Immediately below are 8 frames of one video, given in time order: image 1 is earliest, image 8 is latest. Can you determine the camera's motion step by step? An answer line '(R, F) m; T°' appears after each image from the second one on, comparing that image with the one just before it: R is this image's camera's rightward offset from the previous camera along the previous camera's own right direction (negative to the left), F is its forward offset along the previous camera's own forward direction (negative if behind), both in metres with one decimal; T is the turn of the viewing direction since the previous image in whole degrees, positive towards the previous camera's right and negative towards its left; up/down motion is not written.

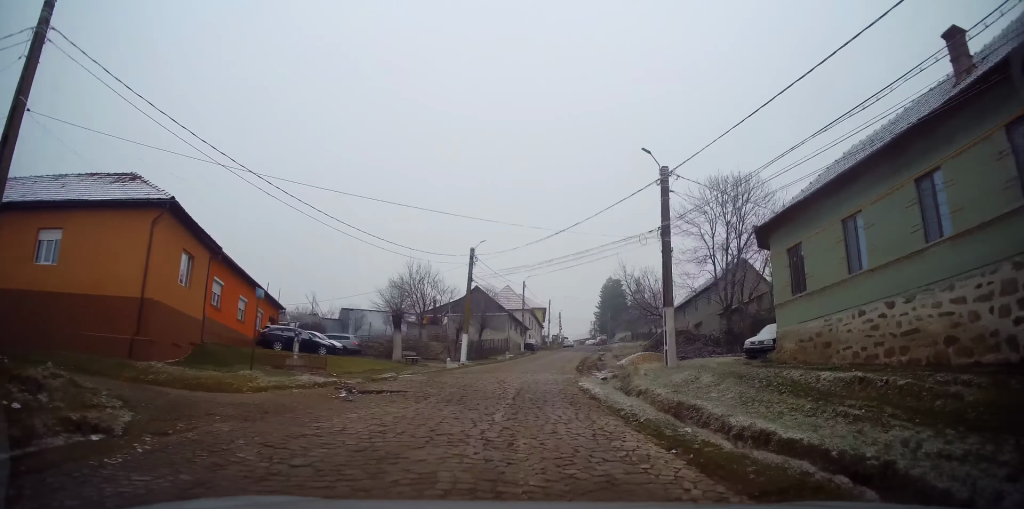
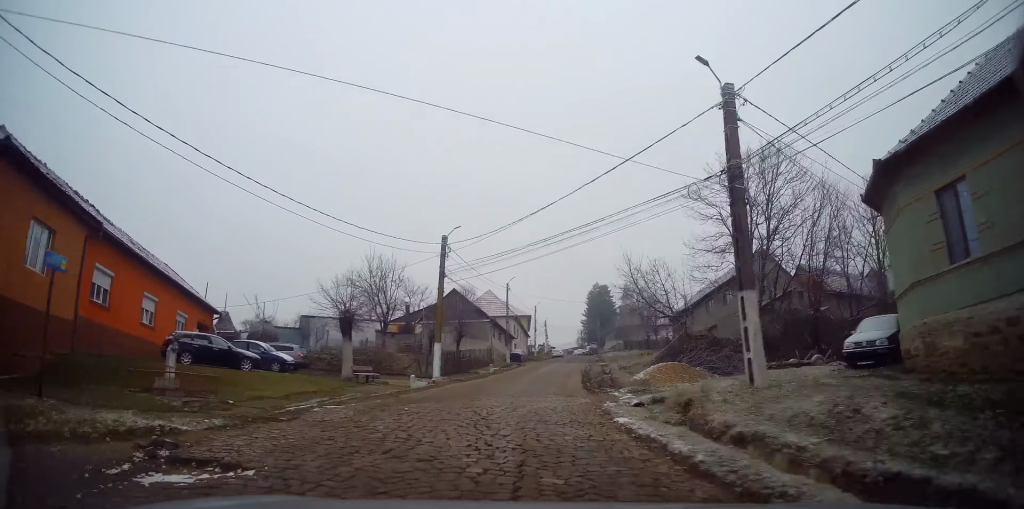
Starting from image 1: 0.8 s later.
(0.0, +7.7) m; 0°
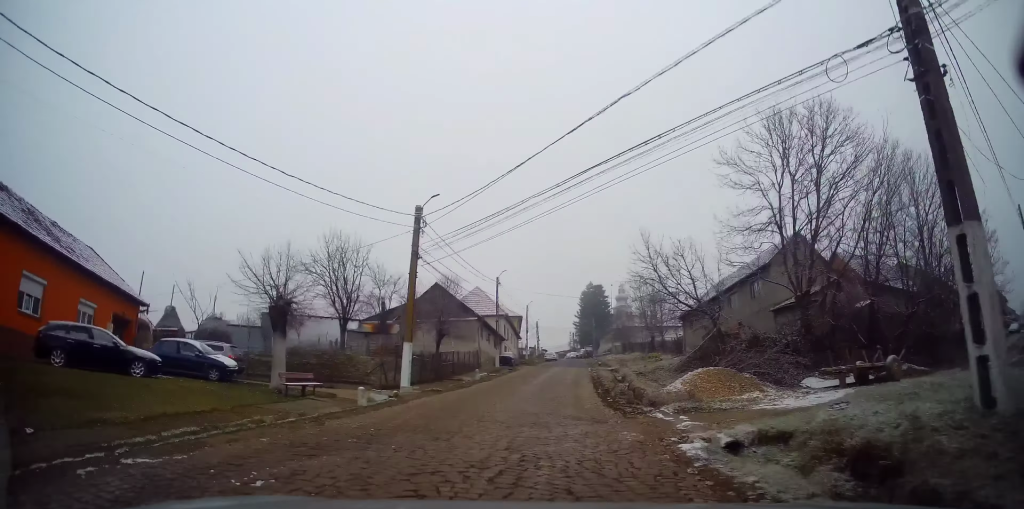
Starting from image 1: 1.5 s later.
(0.0, +7.1) m; +1°
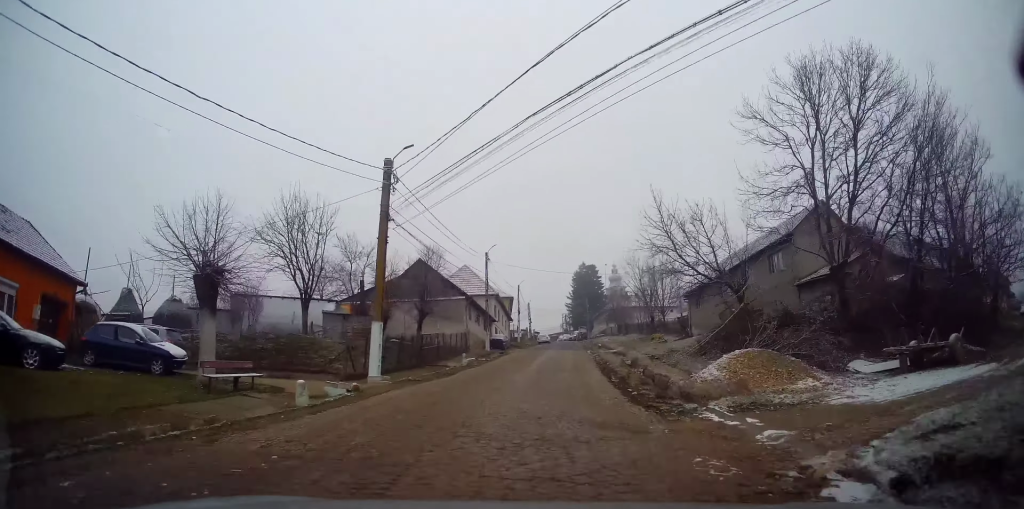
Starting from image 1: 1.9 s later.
(+0.1, +4.4) m; +2°
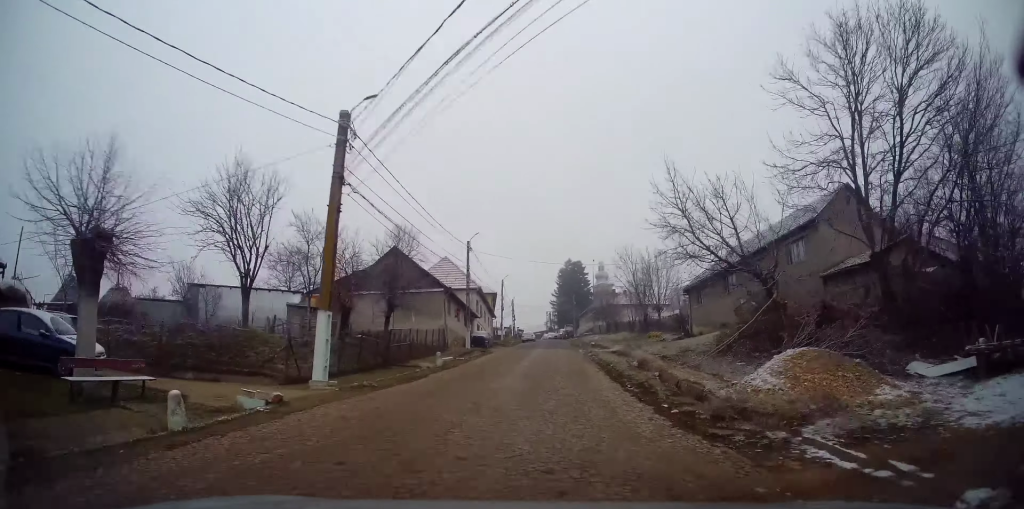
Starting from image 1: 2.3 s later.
(0.0, +4.4) m; +2°
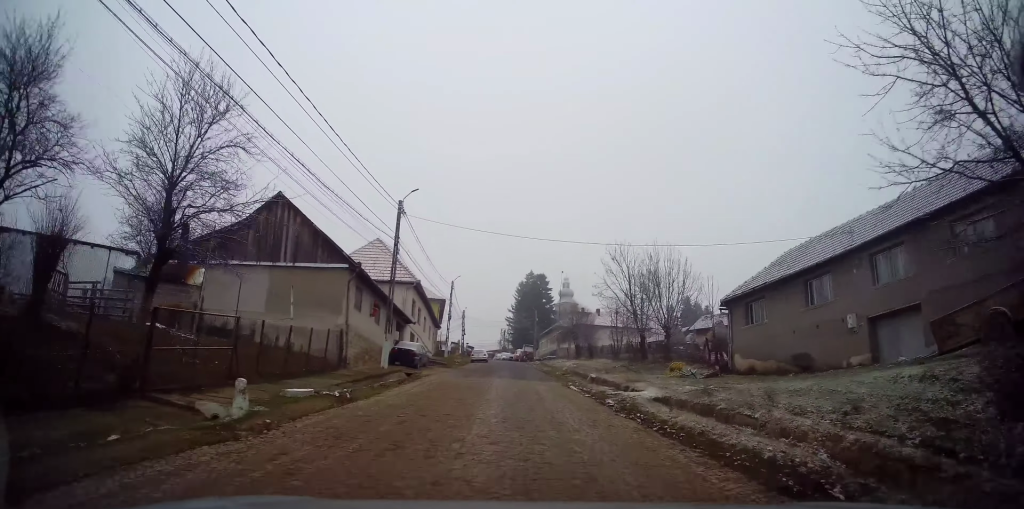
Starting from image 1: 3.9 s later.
(+1.1, +16.1) m; +5°
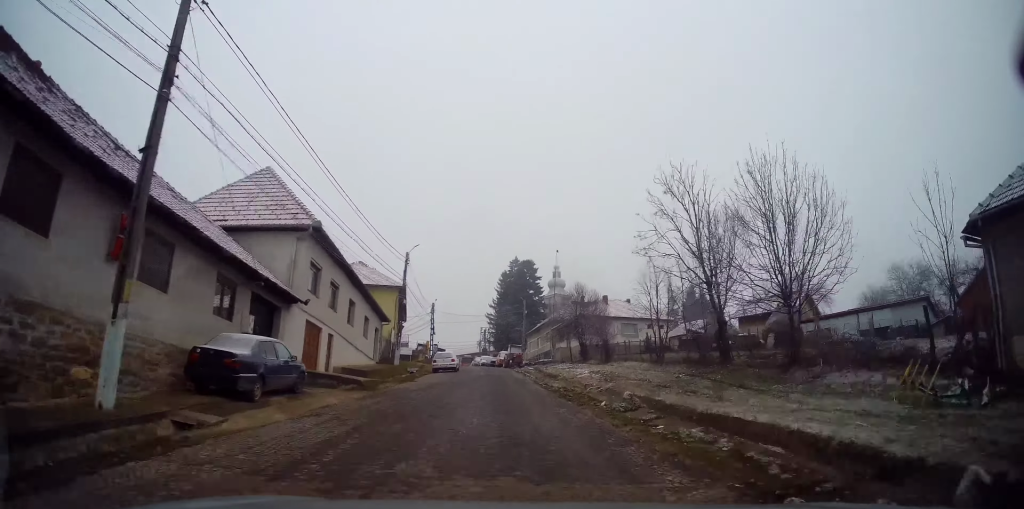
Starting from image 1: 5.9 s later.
(+0.3, +19.4) m; +3°
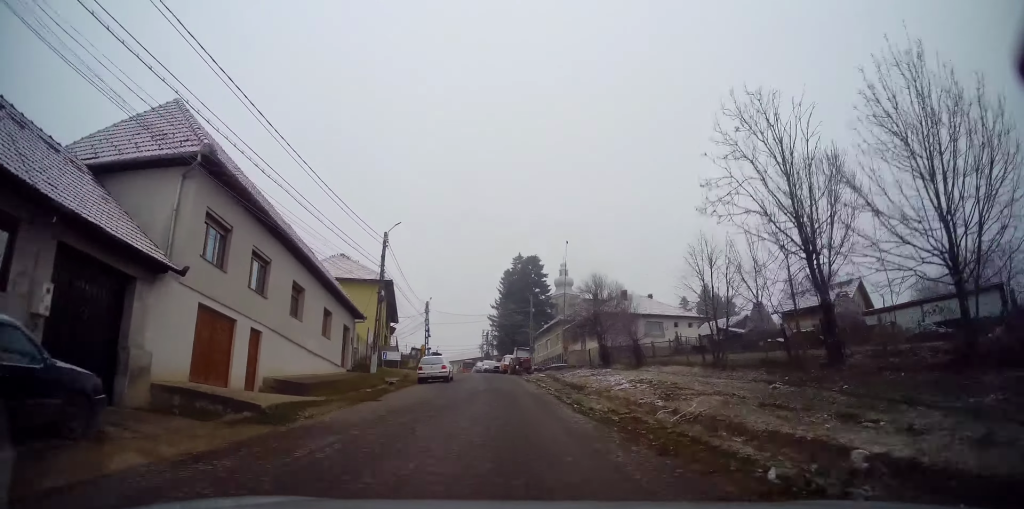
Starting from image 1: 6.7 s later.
(+0.4, +8.5) m; -2°
